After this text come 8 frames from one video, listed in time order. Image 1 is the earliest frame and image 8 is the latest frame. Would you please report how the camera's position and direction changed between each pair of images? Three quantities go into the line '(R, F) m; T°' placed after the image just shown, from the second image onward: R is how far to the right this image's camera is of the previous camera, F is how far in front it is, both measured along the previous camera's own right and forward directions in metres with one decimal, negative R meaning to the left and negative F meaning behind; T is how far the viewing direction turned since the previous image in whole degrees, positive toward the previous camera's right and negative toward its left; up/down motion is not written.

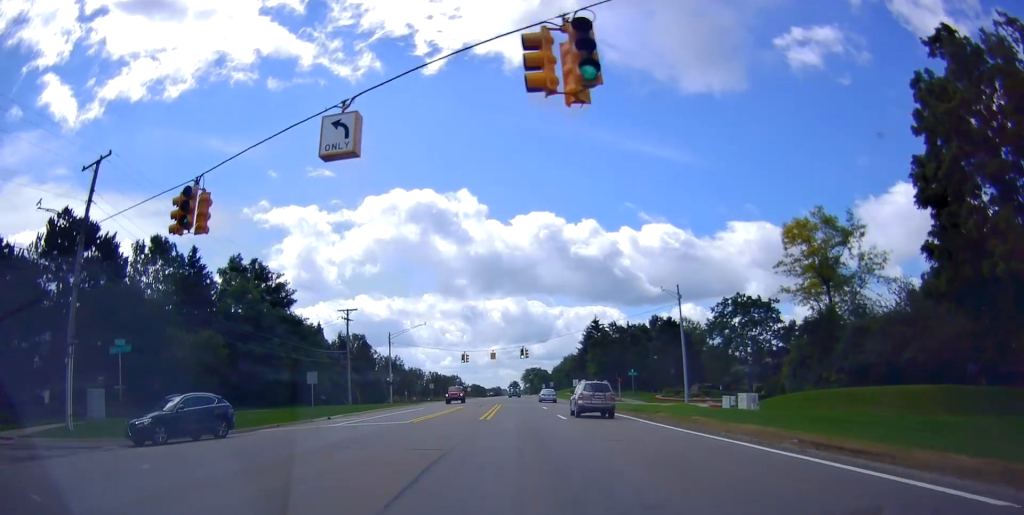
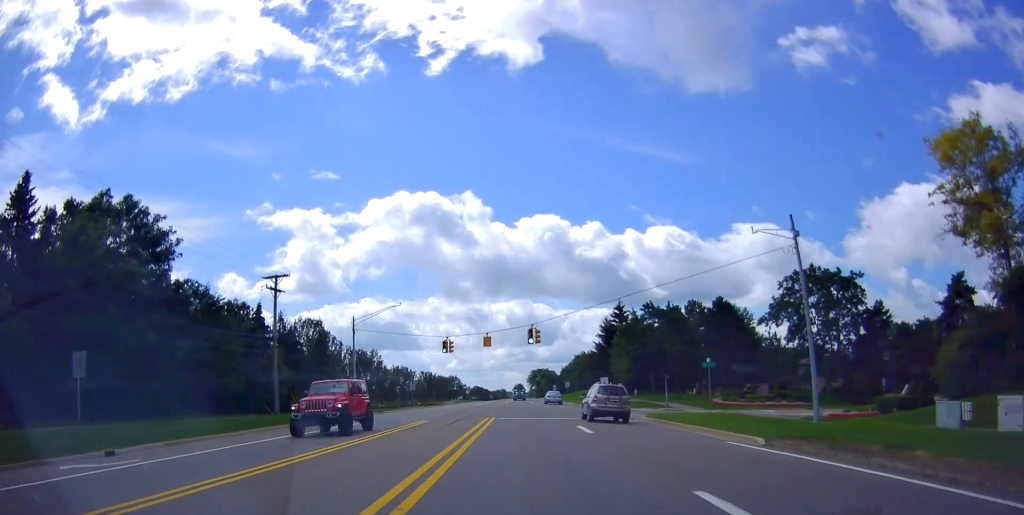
(-0.5, +22.3) m; -3°
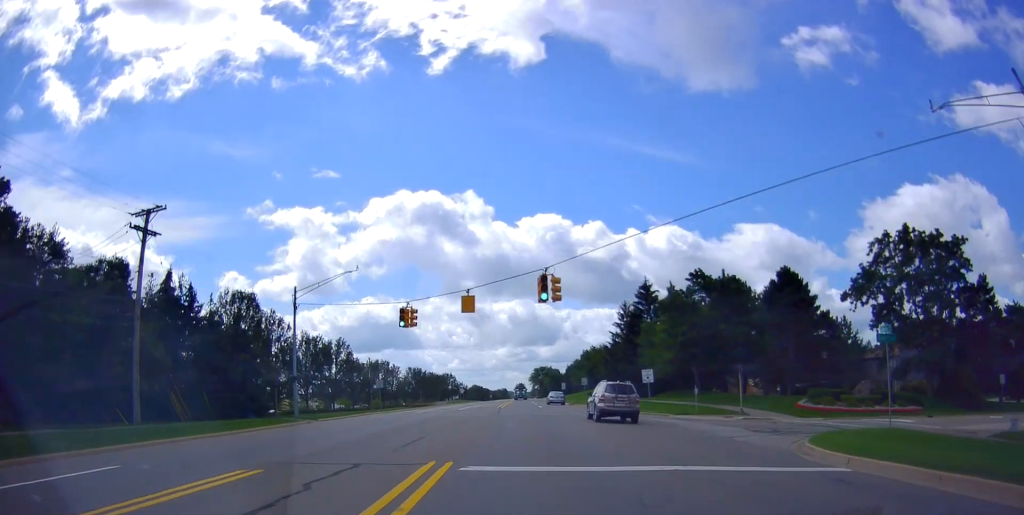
(-0.1, +19.0) m; +1°
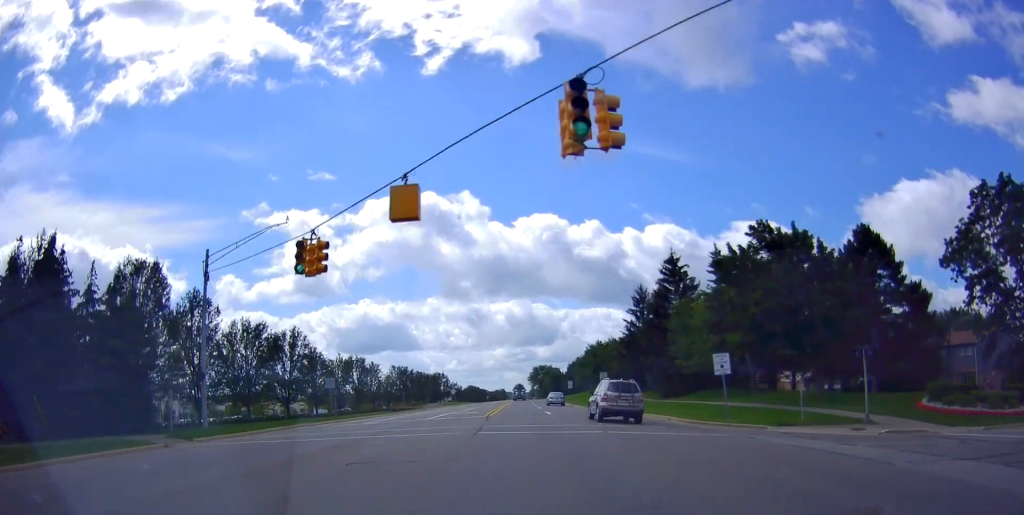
(+0.3, +15.2) m; +2°
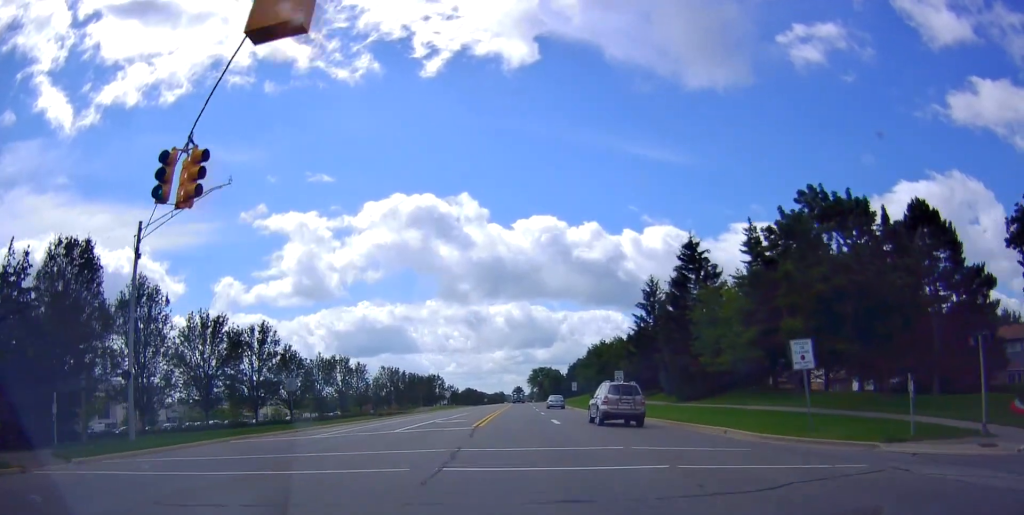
(0.0, +7.7) m; +1°
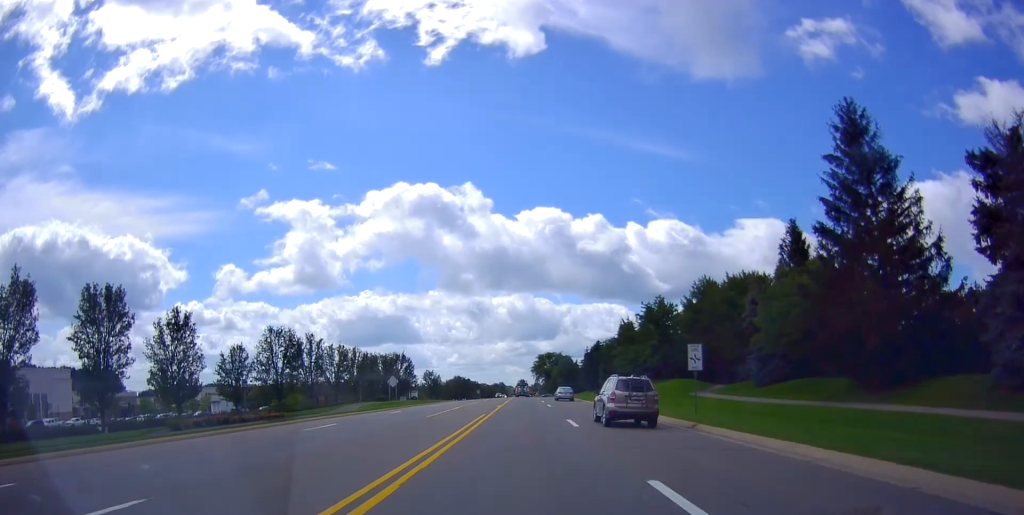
(-1.4, +51.5) m; -2°
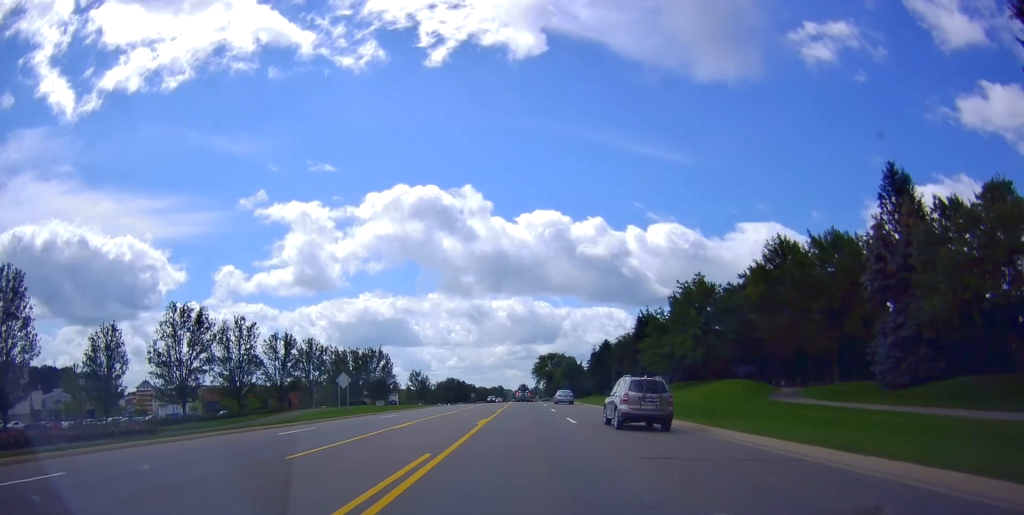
(+0.2, +18.5) m; 0°
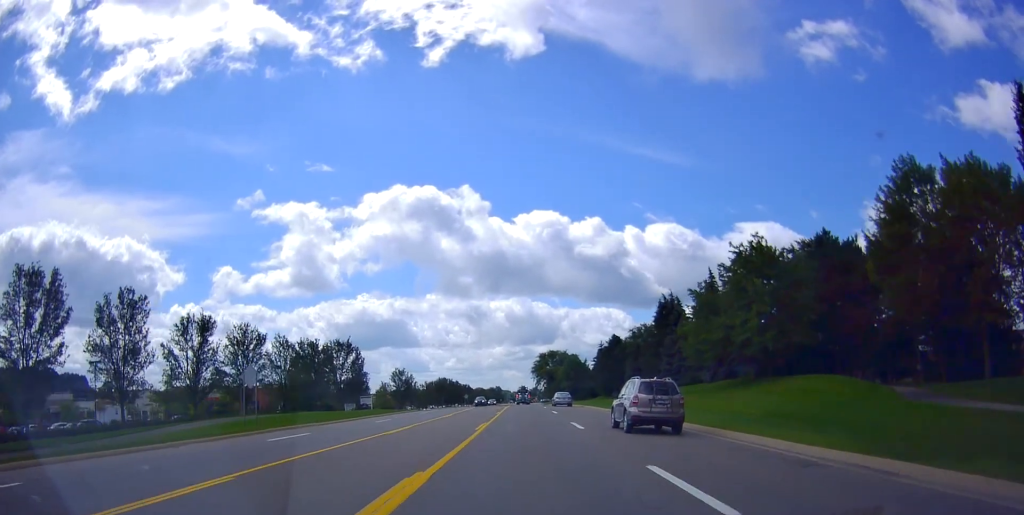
(0.0, +17.2) m; 0°
